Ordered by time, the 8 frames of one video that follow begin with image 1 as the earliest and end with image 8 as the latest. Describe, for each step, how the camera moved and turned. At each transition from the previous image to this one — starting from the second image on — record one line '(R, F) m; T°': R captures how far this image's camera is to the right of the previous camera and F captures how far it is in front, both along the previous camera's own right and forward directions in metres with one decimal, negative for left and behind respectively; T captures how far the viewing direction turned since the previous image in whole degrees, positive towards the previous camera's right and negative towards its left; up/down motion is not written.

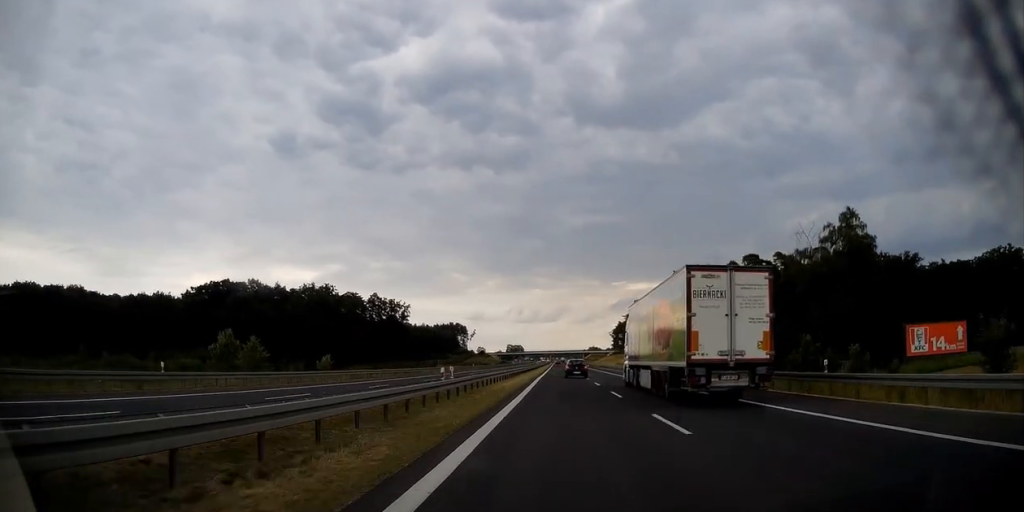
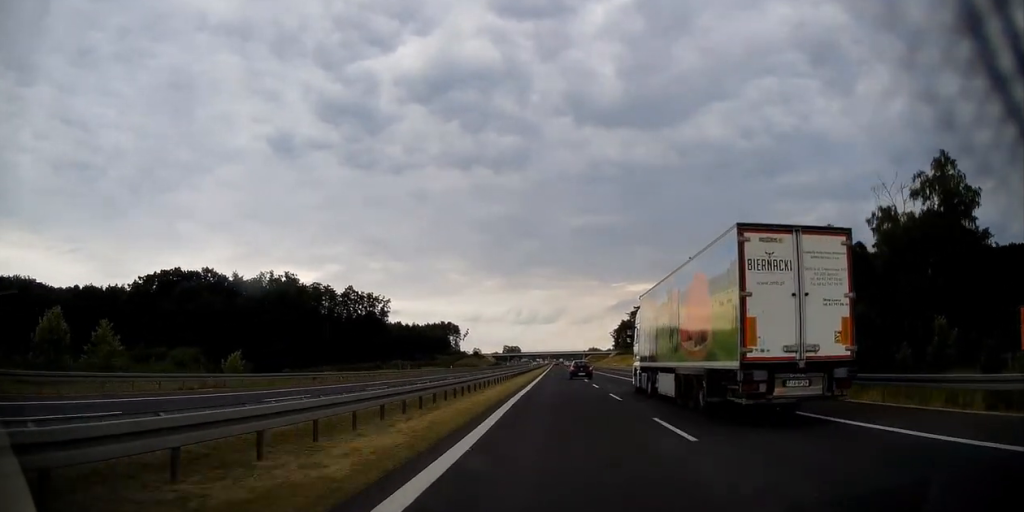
(+0.2, +24.0) m; 0°
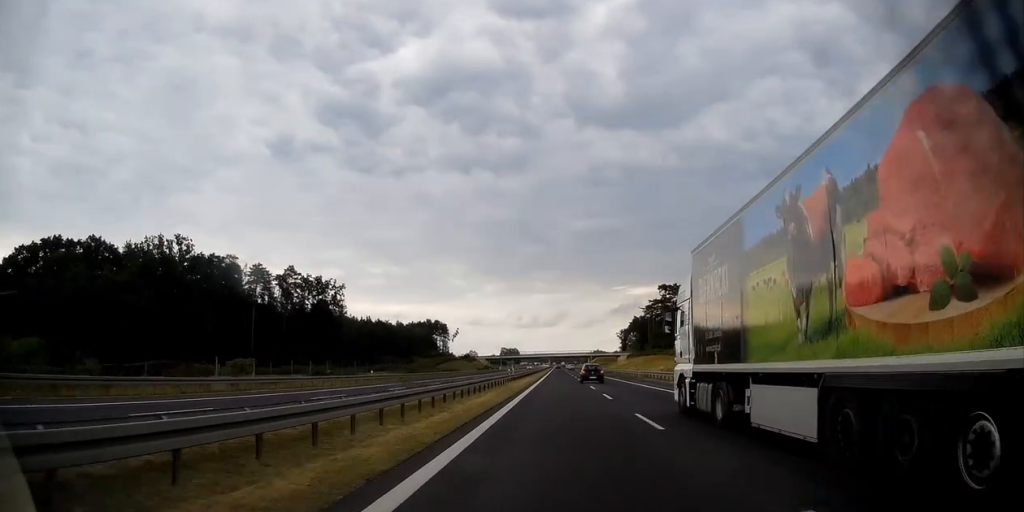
(-0.4, +43.5) m; -1°
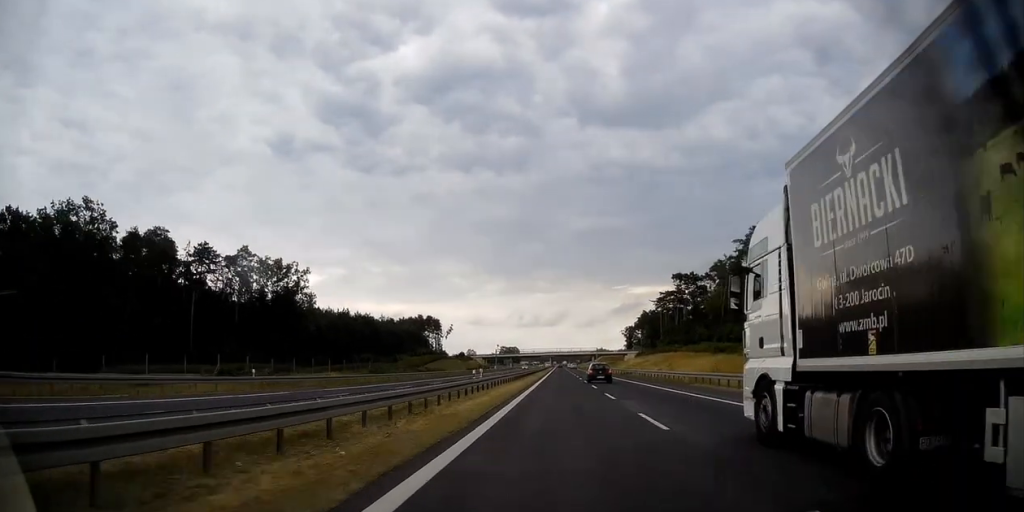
(+0.1, +23.1) m; 0°
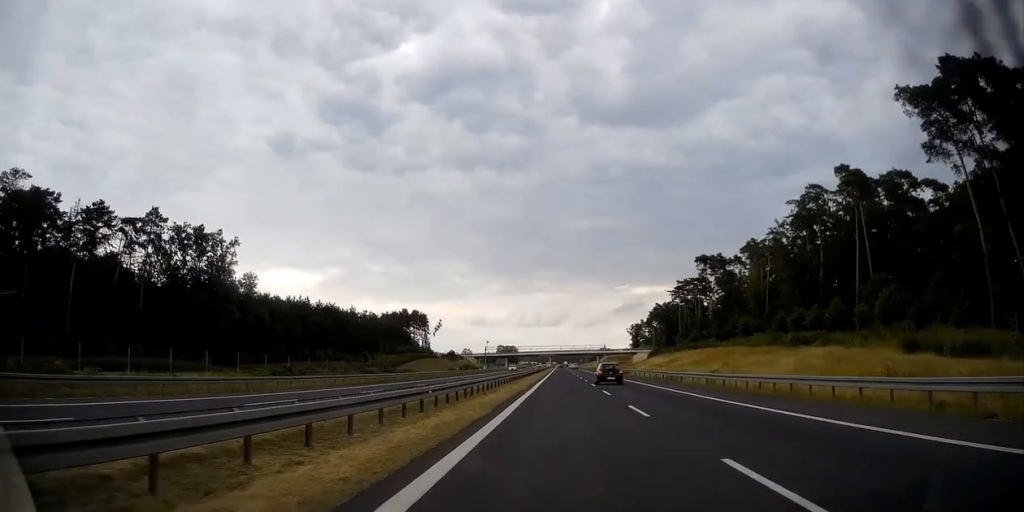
(+0.1, +30.5) m; 0°
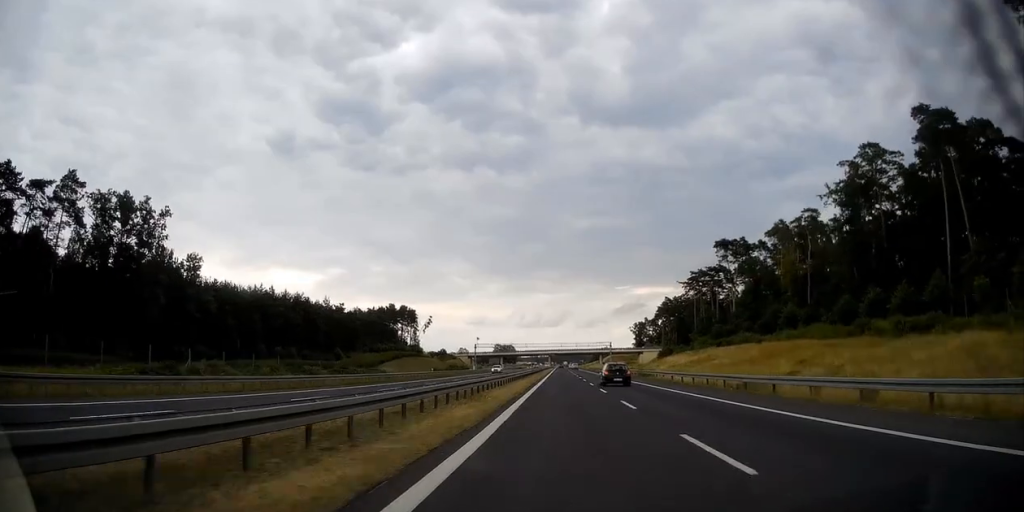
(-0.1, +19.6) m; 0°
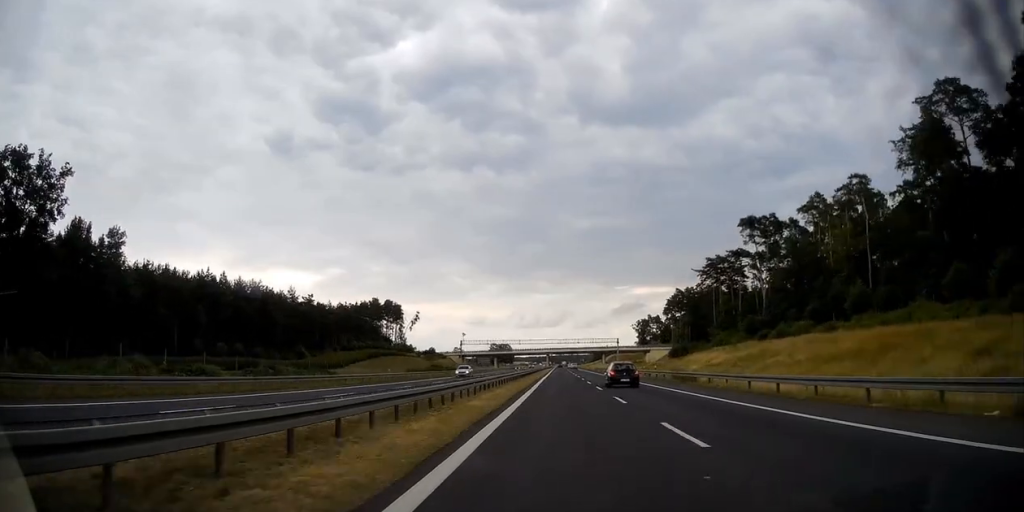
(+0.2, +20.3) m; 0°
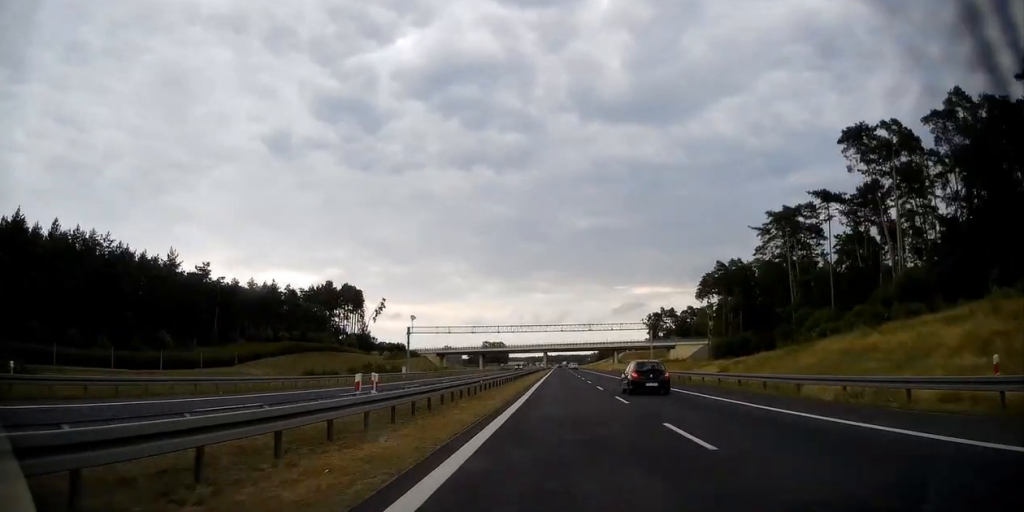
(+0.1, +45.4) m; 0°
